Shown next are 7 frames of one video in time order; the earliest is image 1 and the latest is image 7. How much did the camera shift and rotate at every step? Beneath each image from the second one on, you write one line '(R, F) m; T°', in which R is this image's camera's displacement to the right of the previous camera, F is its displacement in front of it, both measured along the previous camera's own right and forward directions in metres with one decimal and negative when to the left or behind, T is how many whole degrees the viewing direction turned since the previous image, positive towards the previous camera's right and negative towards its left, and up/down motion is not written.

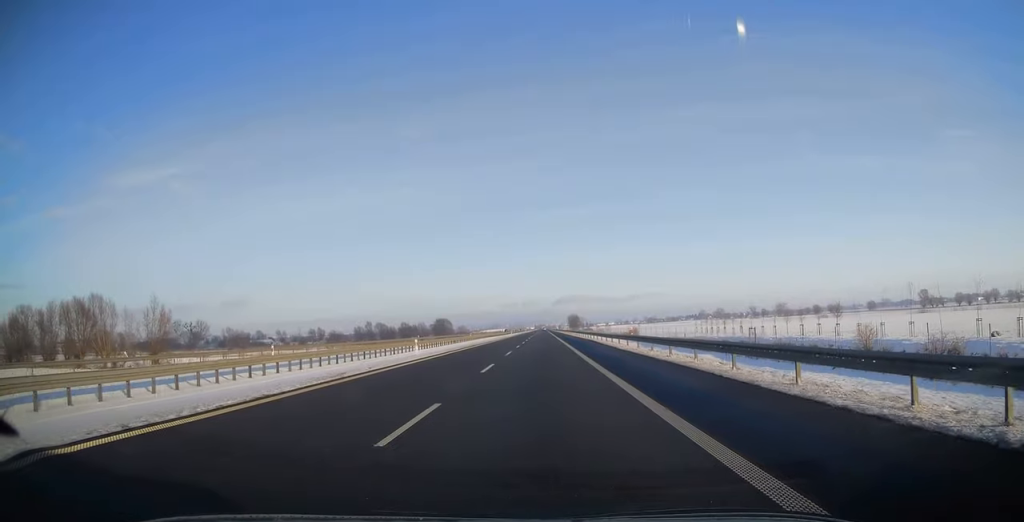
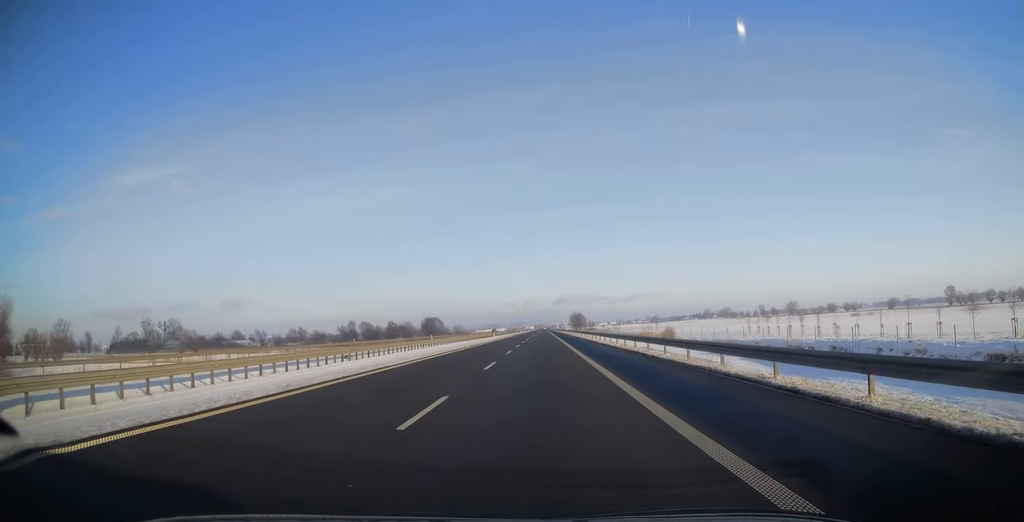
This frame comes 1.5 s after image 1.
(+0.5, +46.8) m; +1°
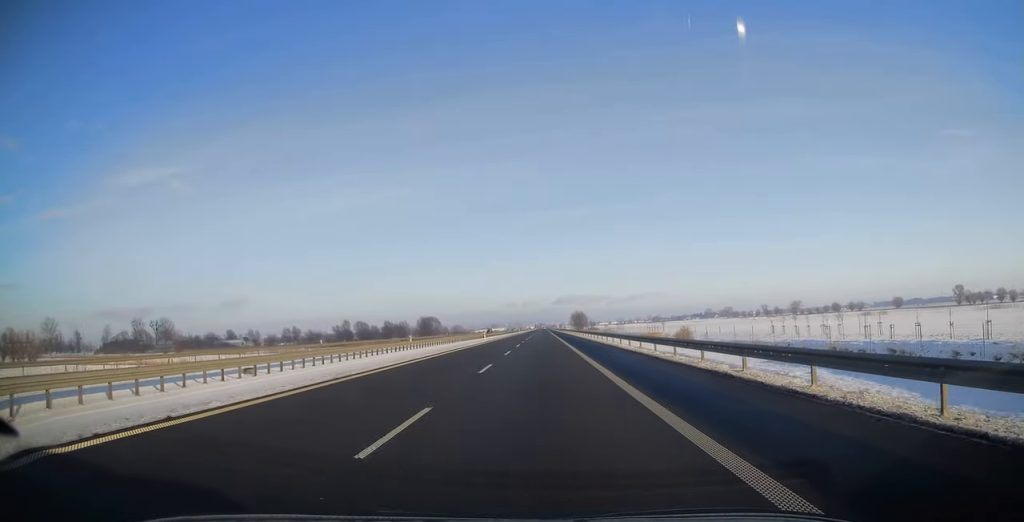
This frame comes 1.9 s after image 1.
(0.0, +13.8) m; 0°
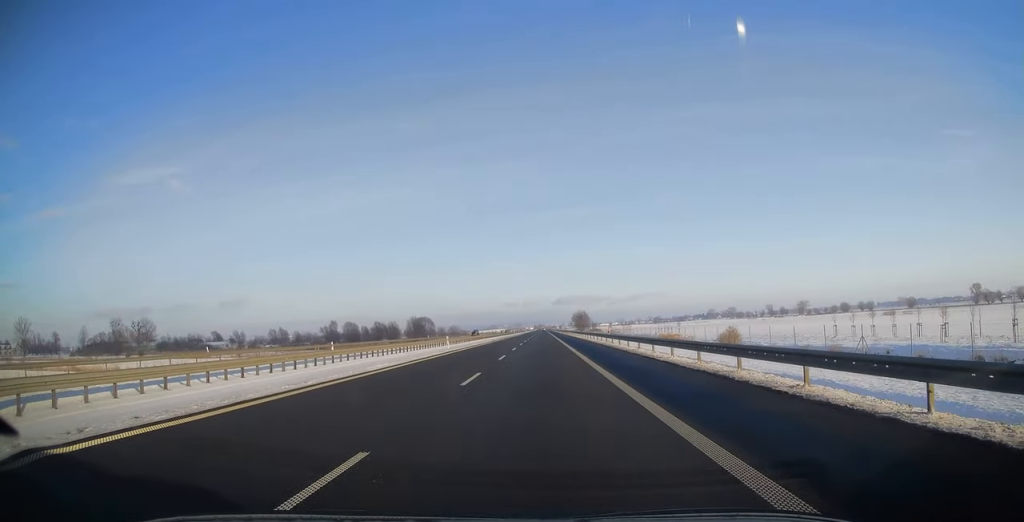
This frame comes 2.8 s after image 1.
(-0.3, +27.6) m; 0°
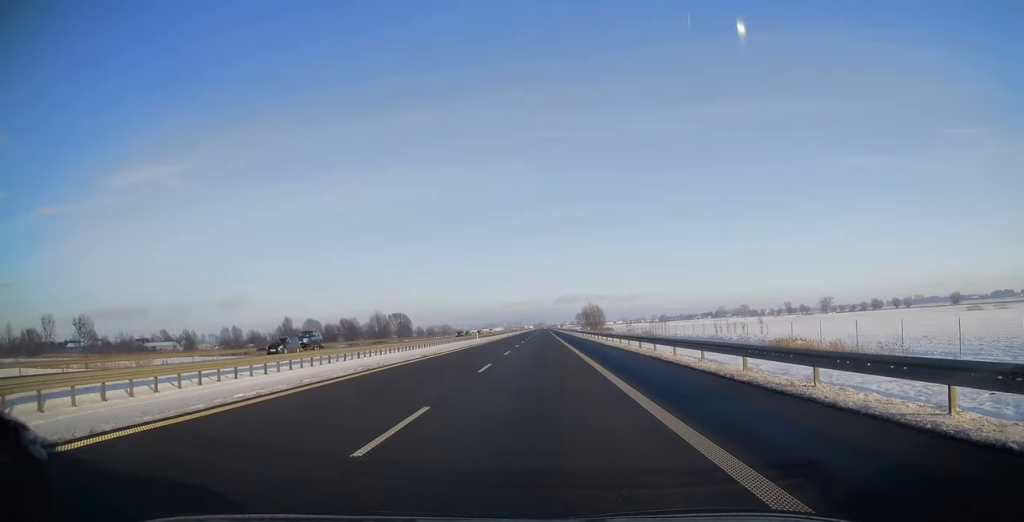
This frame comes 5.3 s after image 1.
(+0.7, +80.2) m; 0°
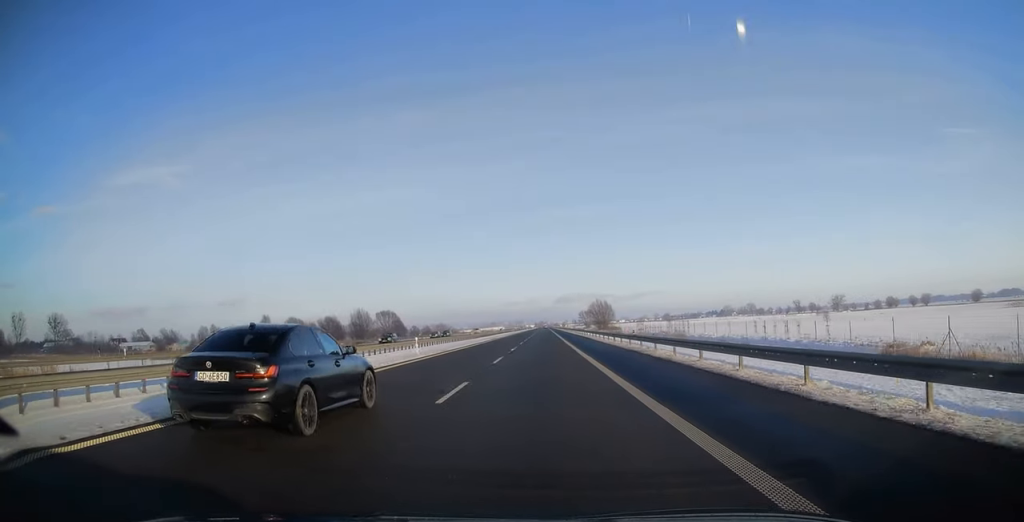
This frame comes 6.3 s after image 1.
(-0.2, +31.3) m; 0°
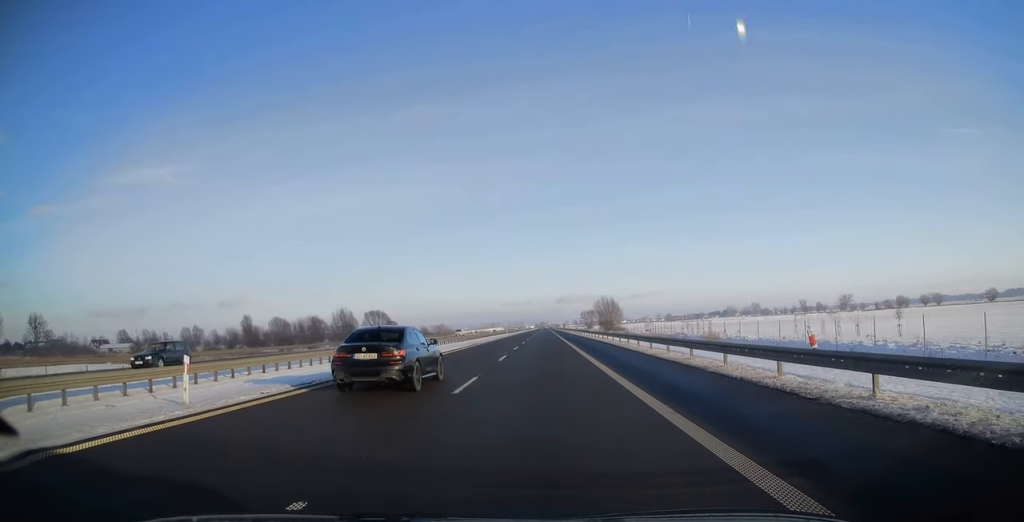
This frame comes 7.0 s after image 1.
(+0.1, +22.3) m; 0°
